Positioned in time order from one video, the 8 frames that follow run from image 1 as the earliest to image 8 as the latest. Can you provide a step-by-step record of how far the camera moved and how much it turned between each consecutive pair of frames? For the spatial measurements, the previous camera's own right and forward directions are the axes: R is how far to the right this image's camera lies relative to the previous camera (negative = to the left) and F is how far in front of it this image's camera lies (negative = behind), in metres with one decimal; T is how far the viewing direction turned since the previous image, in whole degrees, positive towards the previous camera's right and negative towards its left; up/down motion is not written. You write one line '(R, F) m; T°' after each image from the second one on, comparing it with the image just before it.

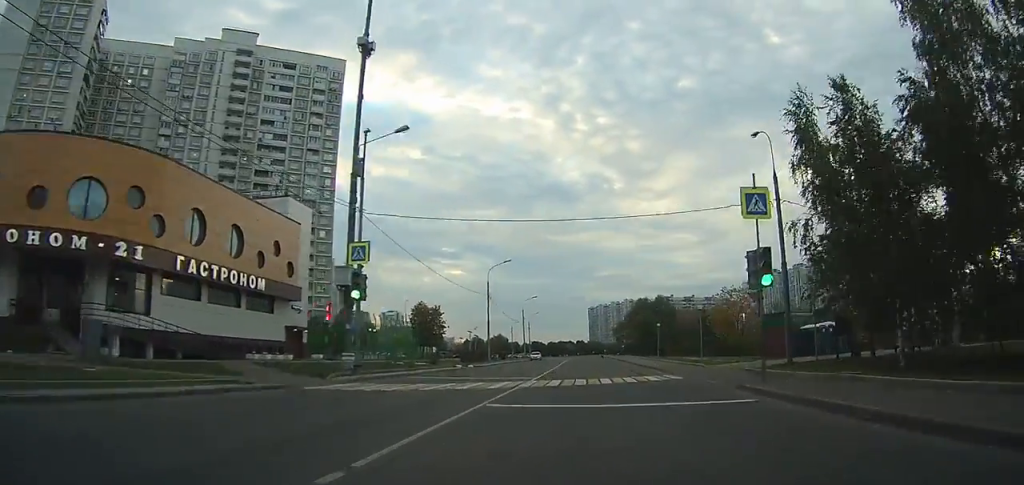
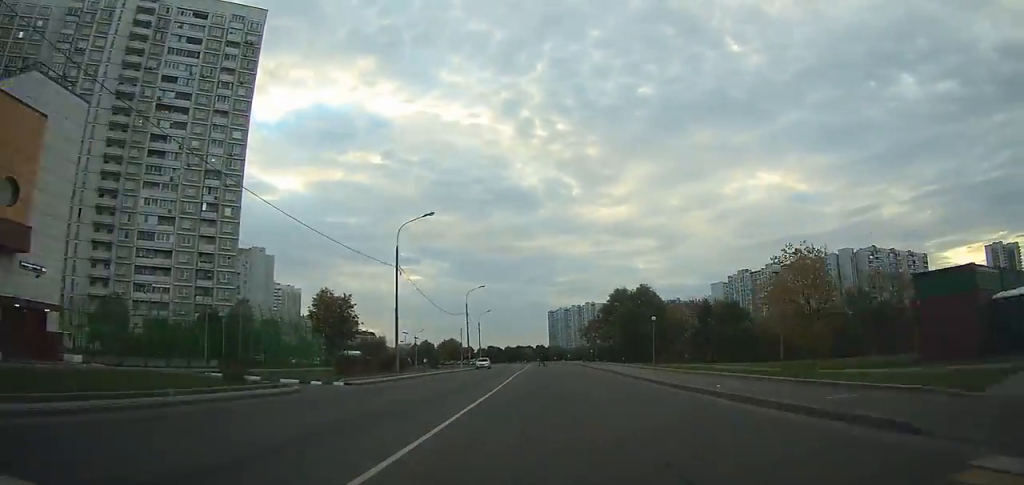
(+0.9, +23.0) m; +3°
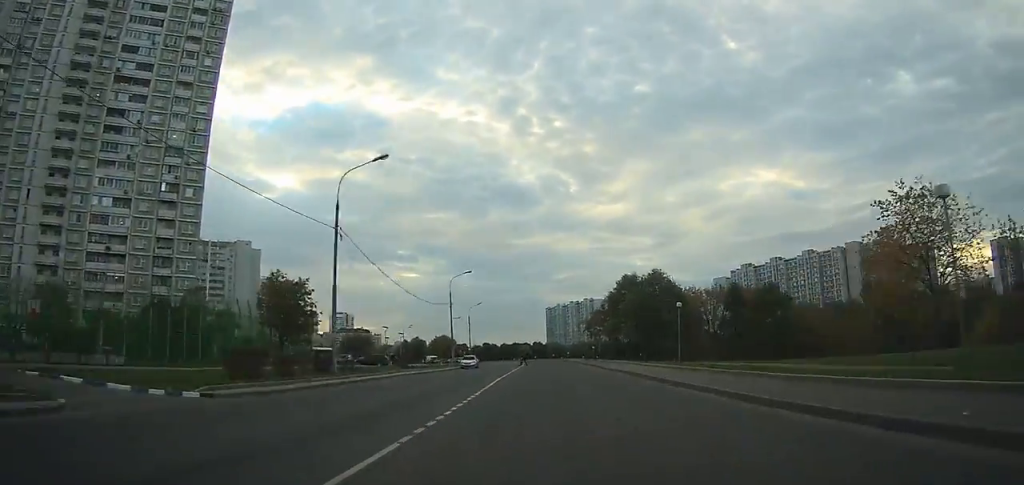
(+0.2, +11.3) m; 0°
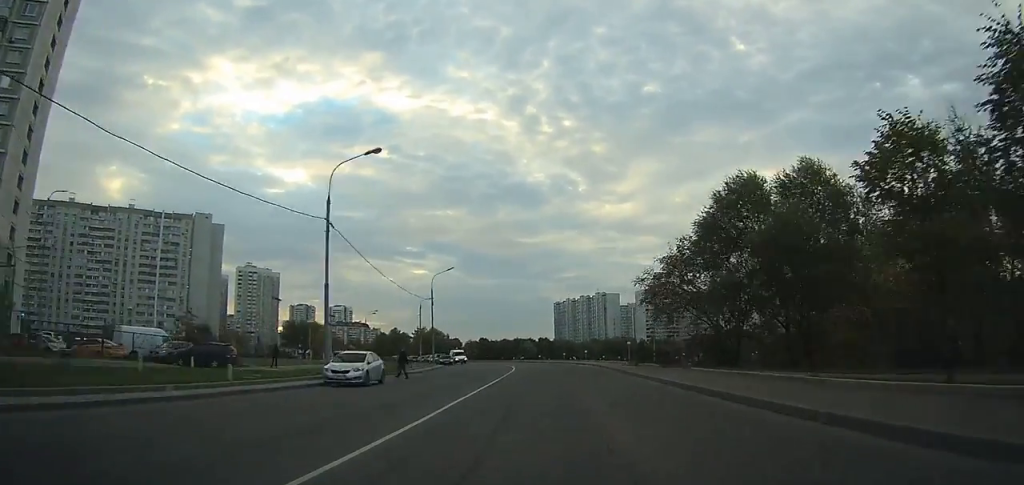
(+0.3, +42.0) m; 0°
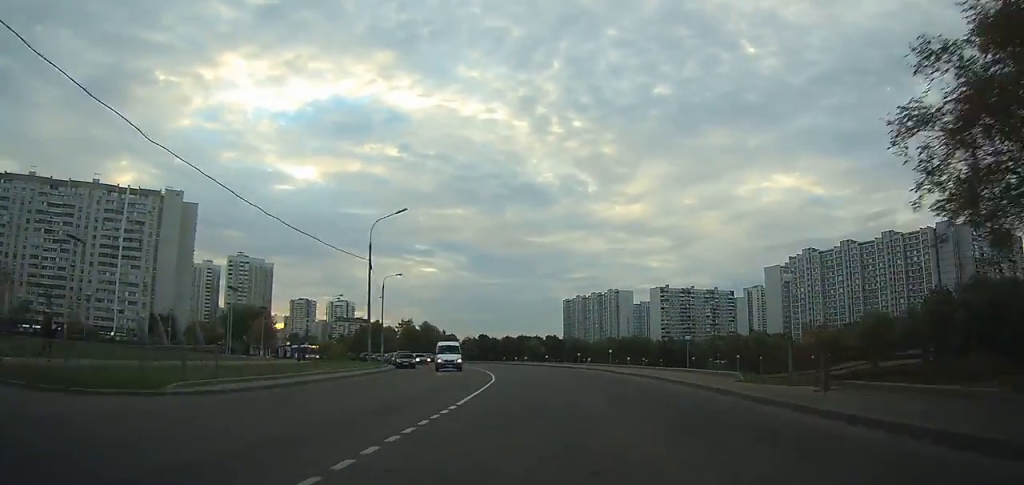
(-0.1, +27.4) m; -2°
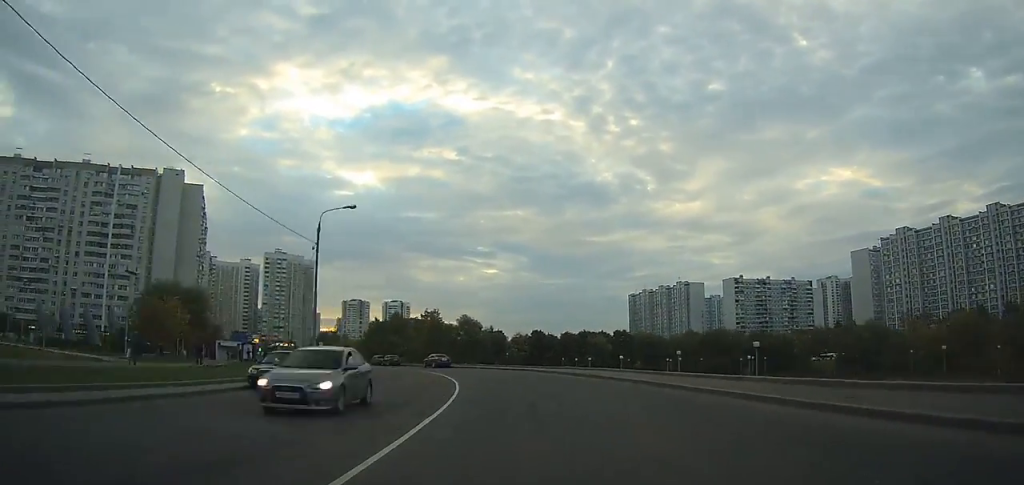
(-1.6, +33.1) m; -7°
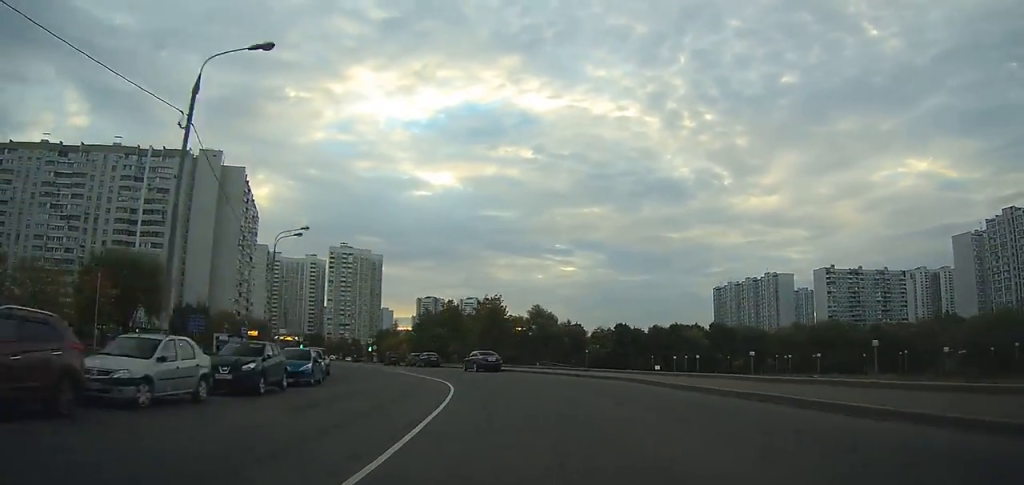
(-0.9, +19.7) m; -7°
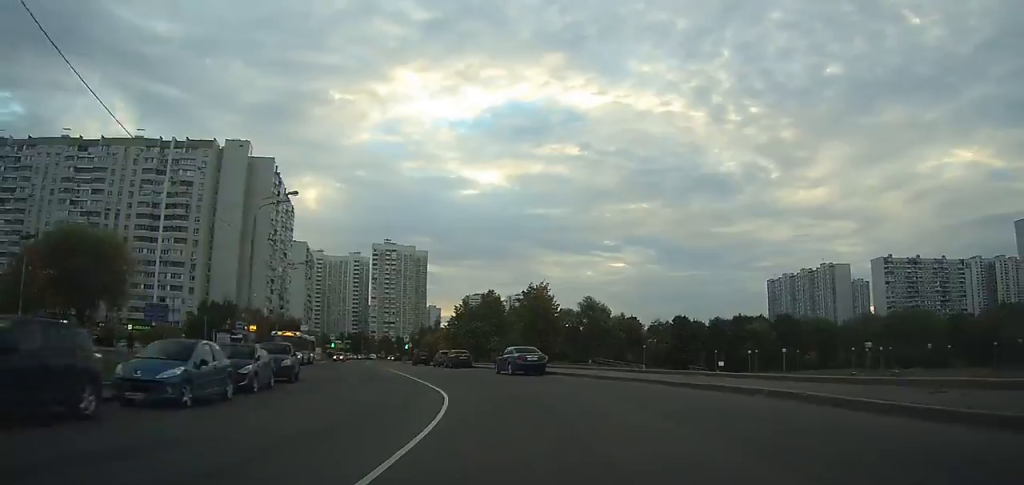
(-0.6, +10.2) m; -4°
